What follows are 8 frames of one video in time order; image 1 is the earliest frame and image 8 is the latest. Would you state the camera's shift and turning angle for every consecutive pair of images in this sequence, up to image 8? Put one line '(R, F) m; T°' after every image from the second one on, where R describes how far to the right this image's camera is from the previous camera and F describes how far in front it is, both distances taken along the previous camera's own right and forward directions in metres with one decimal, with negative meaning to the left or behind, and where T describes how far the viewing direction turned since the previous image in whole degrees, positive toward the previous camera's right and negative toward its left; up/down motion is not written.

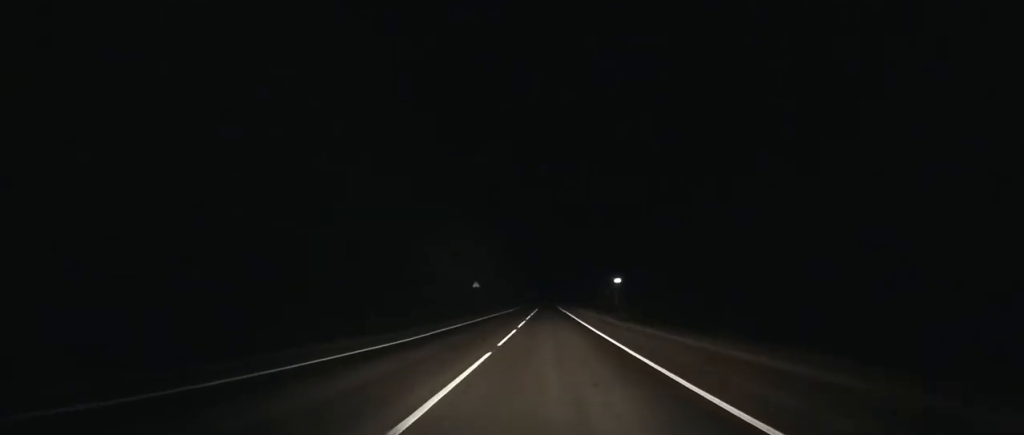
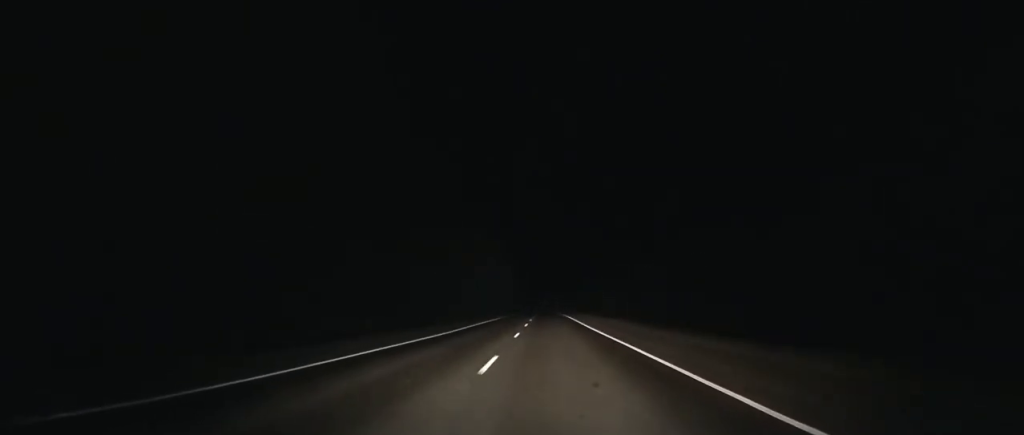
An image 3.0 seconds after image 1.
(0.0, +86.4) m; 0°
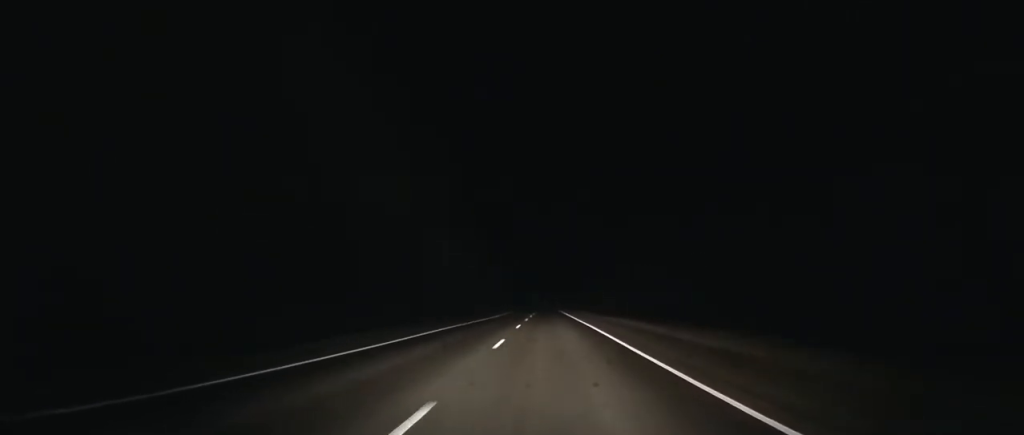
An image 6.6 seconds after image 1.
(-0.1, +103.9) m; 0°
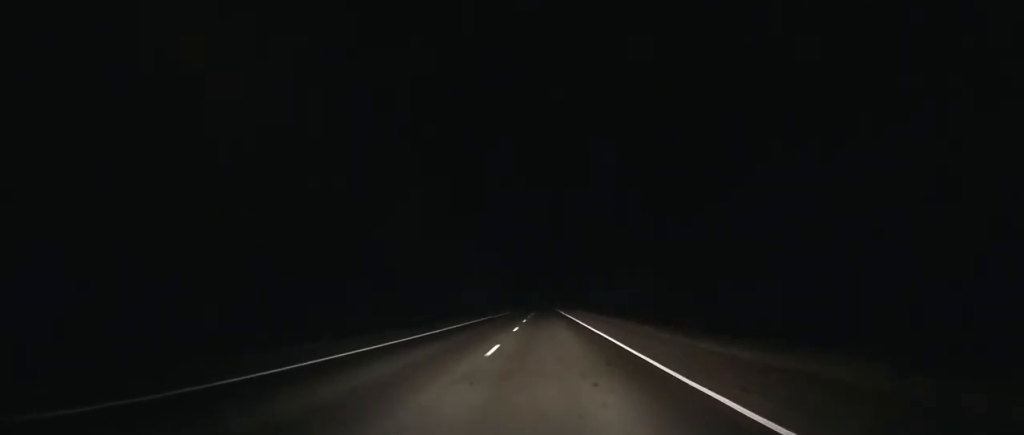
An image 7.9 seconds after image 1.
(0.0, +37.2) m; 0°
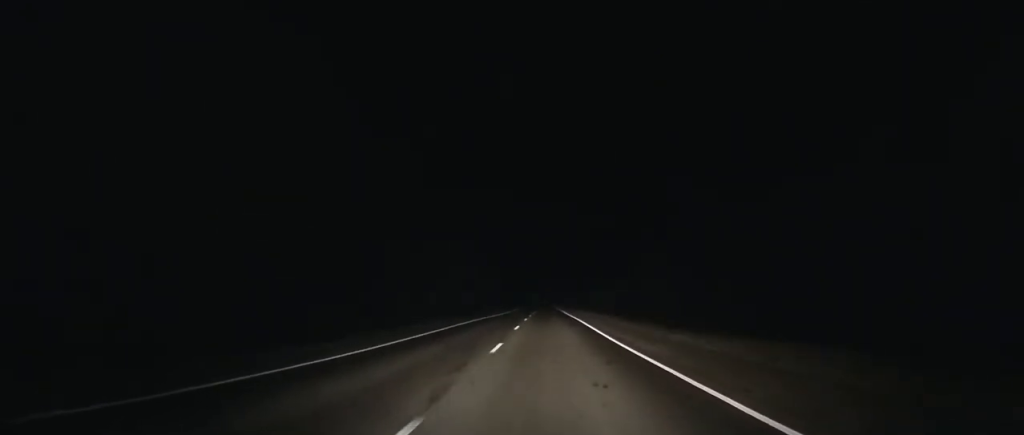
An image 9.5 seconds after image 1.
(0.0, +45.6) m; 0°
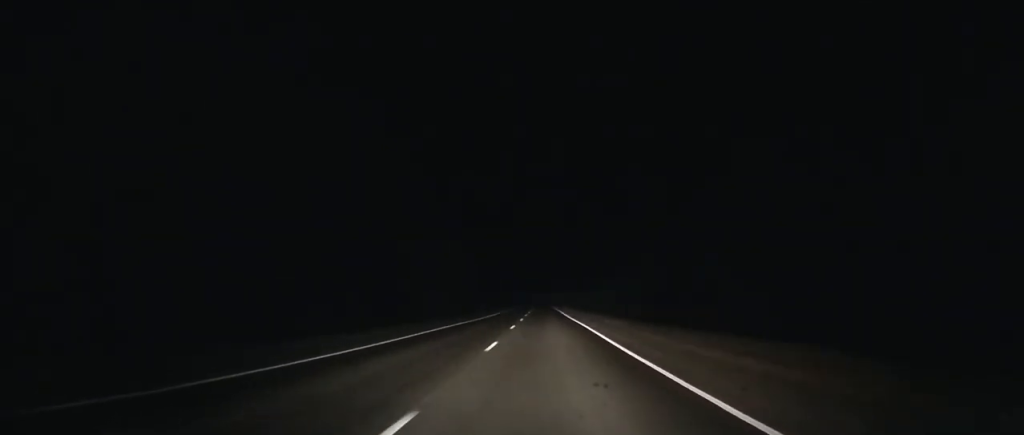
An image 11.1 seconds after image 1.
(-0.1, +45.7) m; 0°
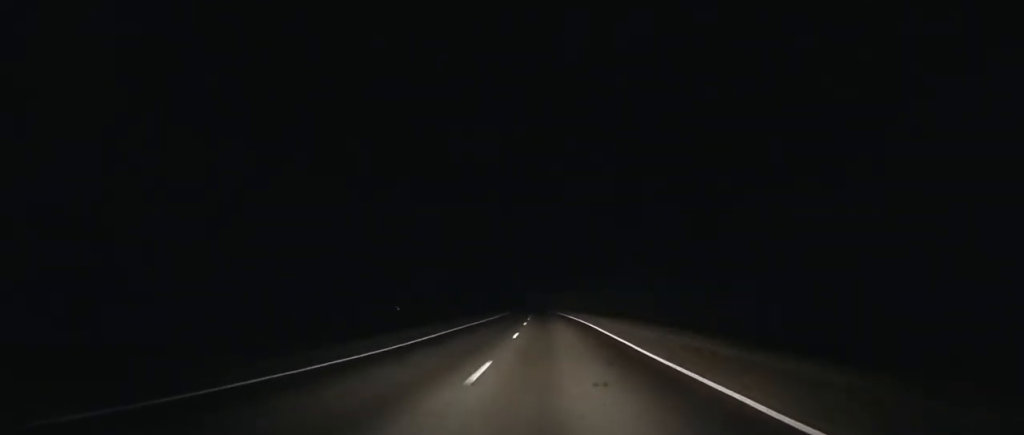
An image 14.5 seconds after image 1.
(-0.5, +99.5) m; -1°
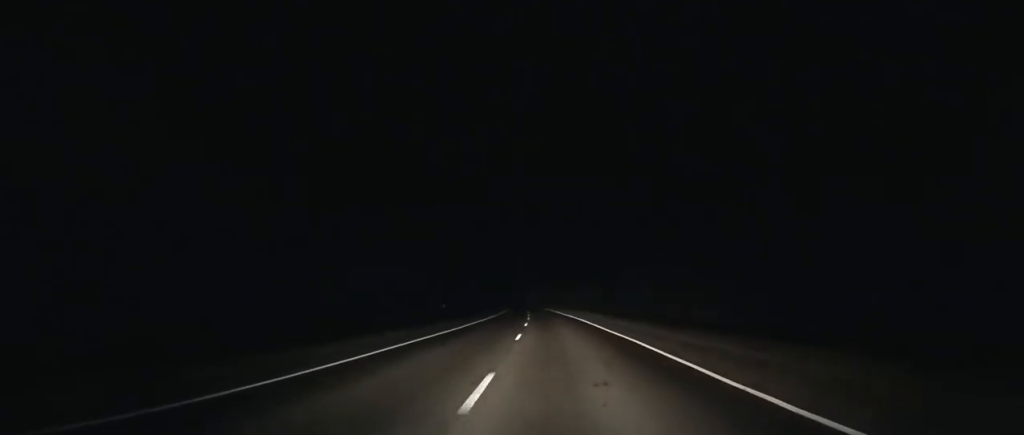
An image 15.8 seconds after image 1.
(+0.2, +39.3) m; -1°
